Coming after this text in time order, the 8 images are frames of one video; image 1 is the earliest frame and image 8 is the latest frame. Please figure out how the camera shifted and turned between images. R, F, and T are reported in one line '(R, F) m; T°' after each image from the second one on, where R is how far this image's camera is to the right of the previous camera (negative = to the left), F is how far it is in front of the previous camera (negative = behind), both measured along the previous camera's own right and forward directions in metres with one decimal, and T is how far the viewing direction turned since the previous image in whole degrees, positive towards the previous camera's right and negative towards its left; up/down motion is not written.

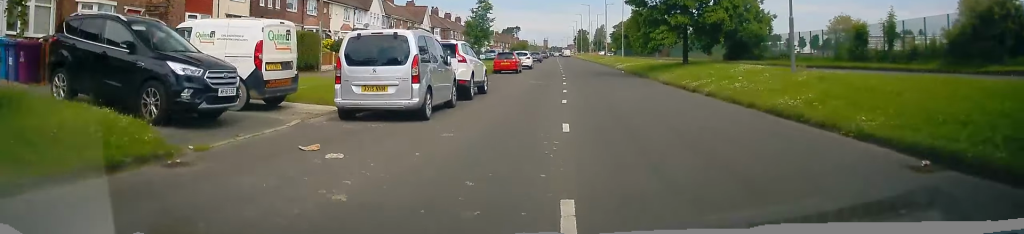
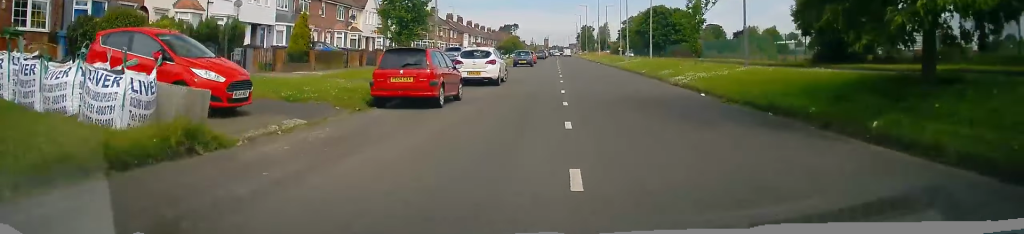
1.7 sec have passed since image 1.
(-0.2, +25.3) m; -1°
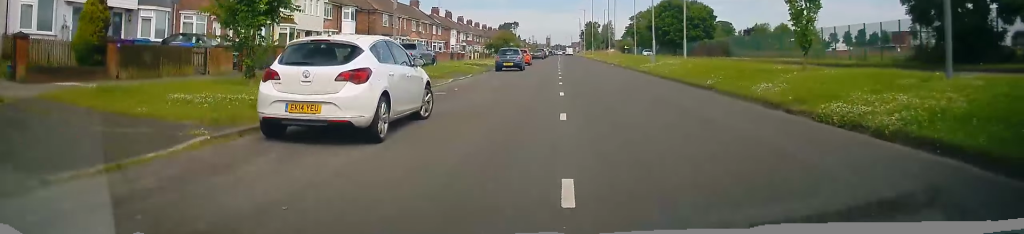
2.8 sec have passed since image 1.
(0.0, +15.1) m; 0°
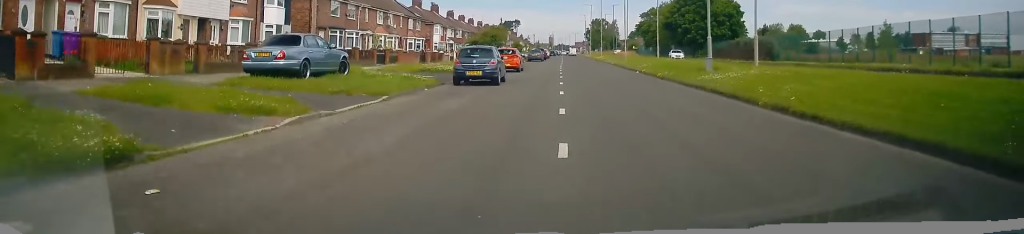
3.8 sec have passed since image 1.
(+0.1, +15.0) m; +1°
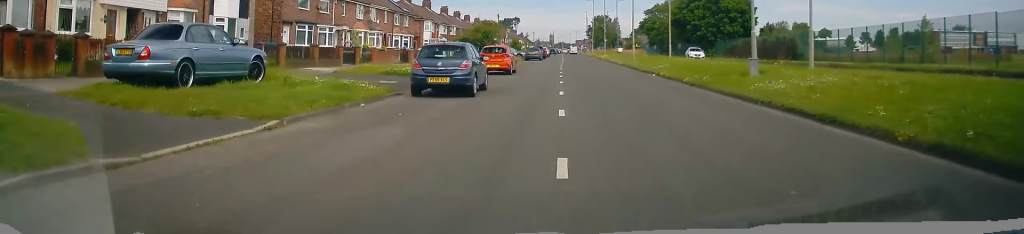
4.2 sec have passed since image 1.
(+0.1, +6.3) m; 0°
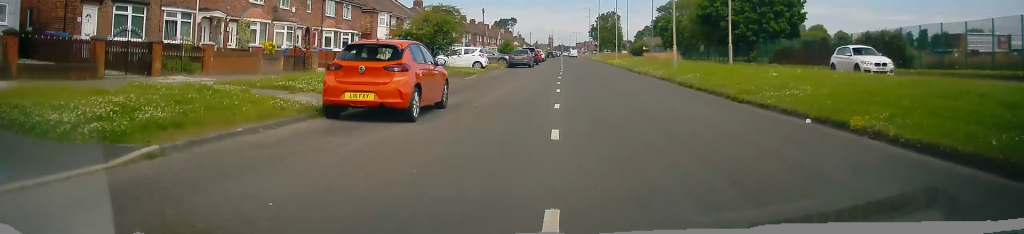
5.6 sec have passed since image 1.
(-0.2, +19.3) m; -1°
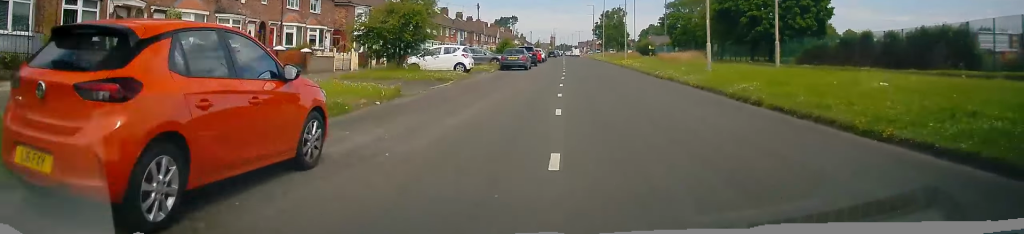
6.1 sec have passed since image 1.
(0.0, +7.2) m; 0°
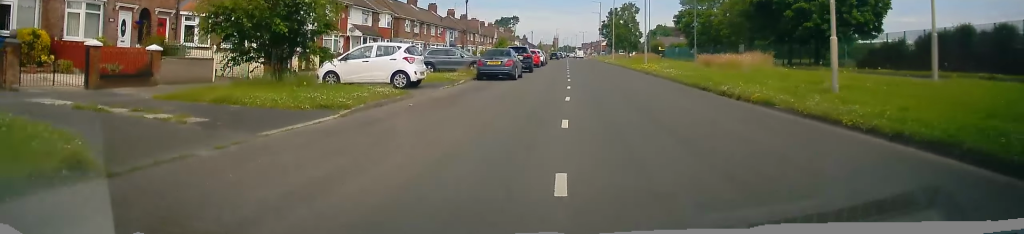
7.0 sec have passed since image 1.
(0.0, +11.8) m; -1°
